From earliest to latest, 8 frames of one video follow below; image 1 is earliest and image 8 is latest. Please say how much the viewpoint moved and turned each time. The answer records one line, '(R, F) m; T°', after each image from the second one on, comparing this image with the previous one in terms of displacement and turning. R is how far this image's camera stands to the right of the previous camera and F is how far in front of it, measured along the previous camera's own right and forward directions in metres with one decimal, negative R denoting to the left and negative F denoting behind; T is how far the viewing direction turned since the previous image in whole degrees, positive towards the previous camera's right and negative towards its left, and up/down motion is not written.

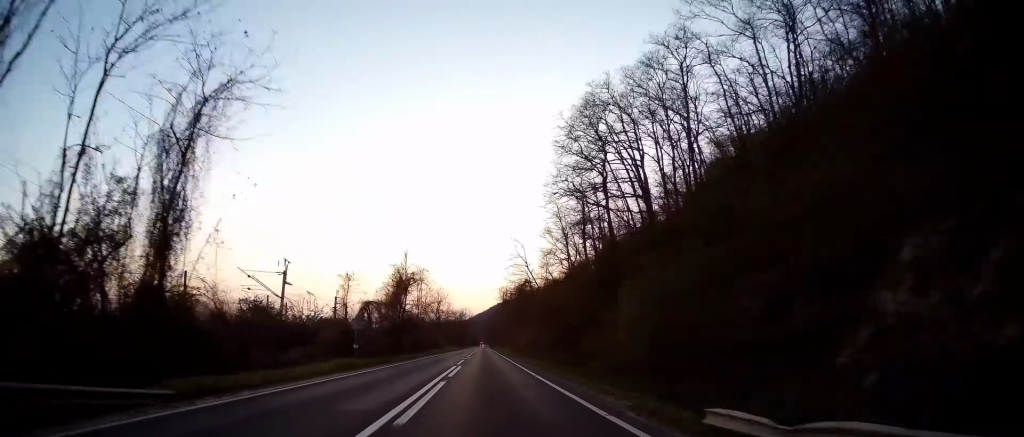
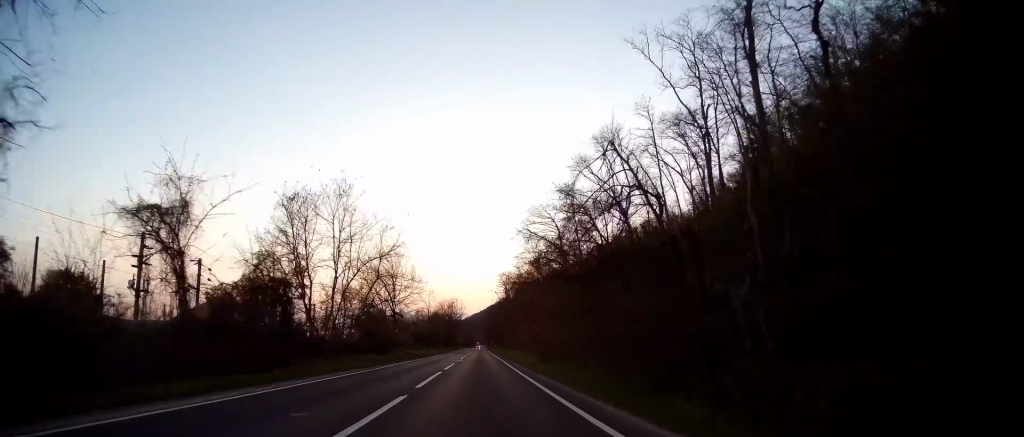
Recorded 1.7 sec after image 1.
(-0.3, +50.3) m; -1°
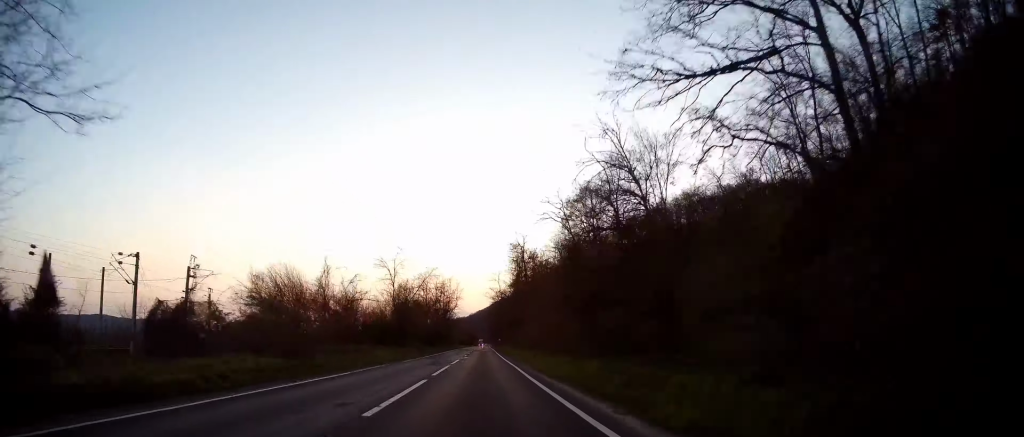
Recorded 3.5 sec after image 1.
(+0.1, +52.2) m; 0°
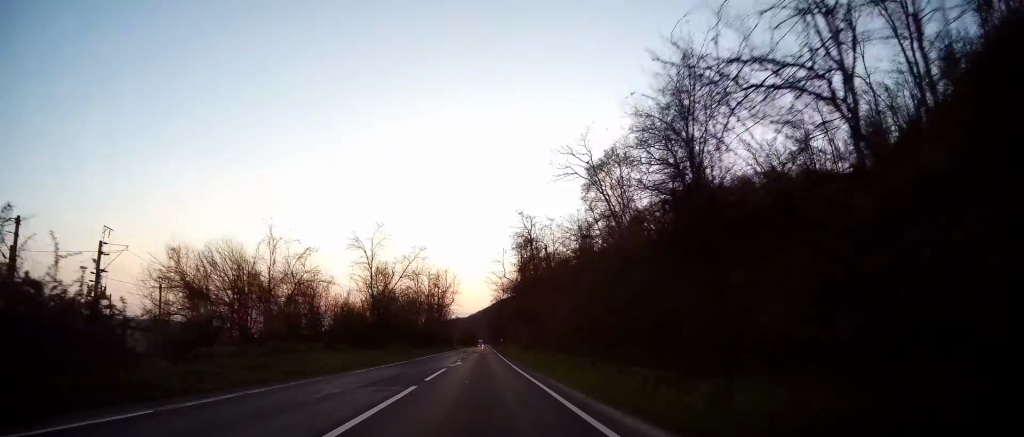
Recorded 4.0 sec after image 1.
(-0.3, +14.4) m; 0°
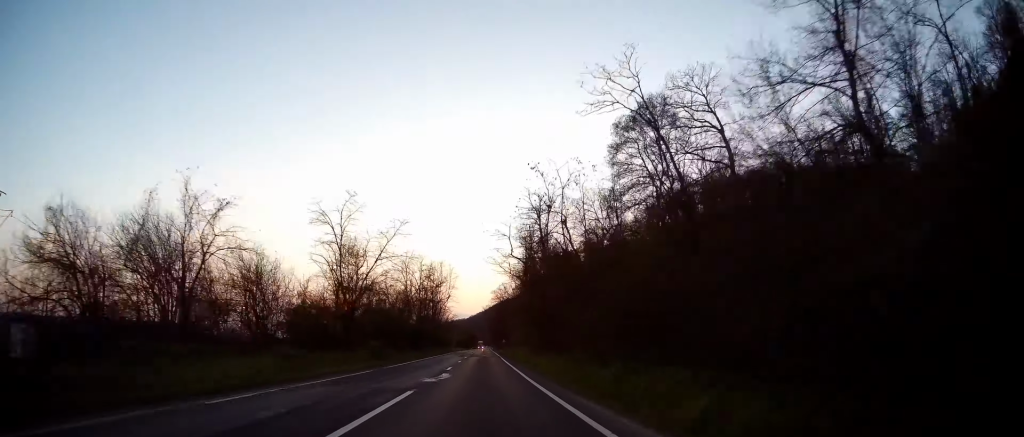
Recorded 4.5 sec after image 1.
(+0.1, +12.5) m; 0°
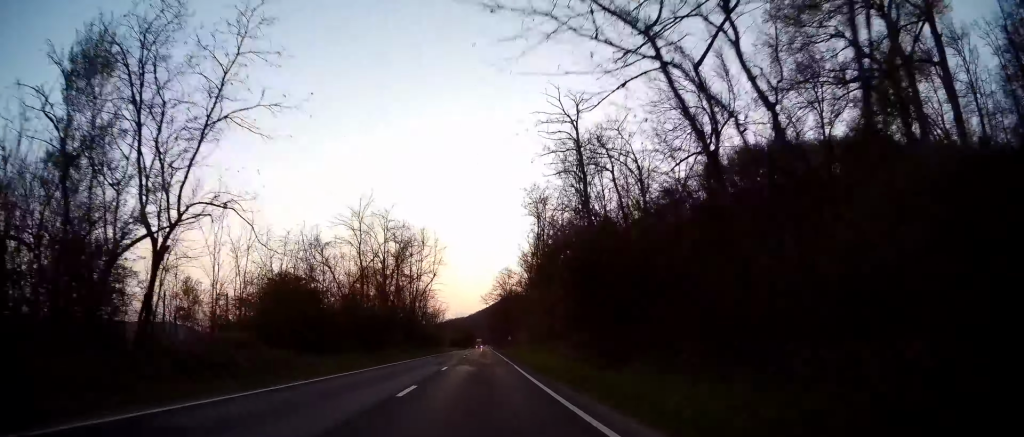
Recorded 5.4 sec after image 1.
(+0.3, +27.8) m; 0°
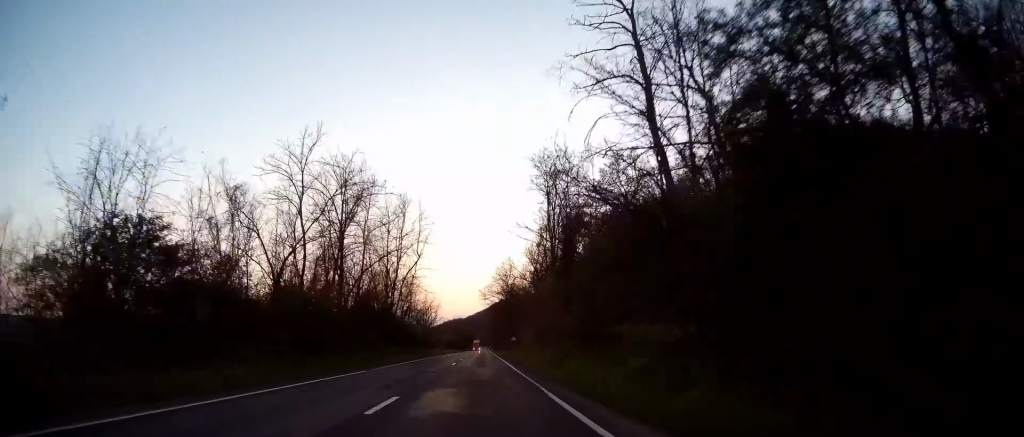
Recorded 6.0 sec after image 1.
(-0.3, +15.3) m; 0°
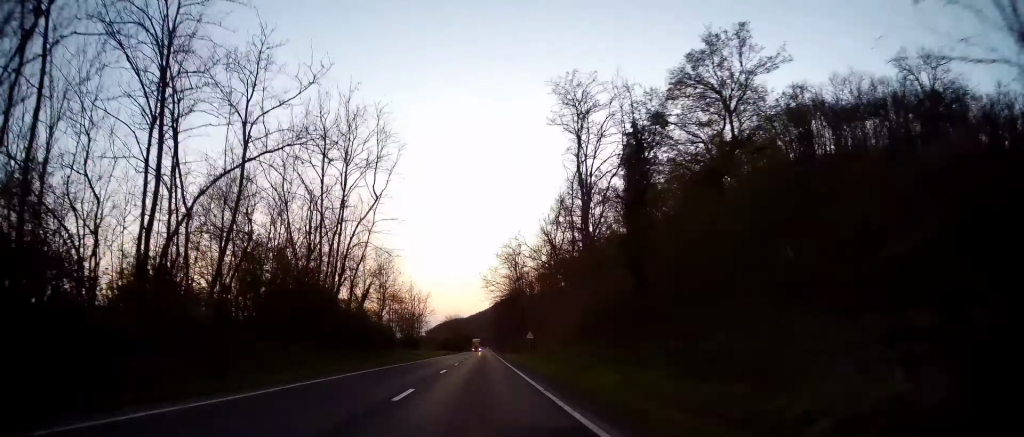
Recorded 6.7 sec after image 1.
(+0.2, +22.1) m; +1°
